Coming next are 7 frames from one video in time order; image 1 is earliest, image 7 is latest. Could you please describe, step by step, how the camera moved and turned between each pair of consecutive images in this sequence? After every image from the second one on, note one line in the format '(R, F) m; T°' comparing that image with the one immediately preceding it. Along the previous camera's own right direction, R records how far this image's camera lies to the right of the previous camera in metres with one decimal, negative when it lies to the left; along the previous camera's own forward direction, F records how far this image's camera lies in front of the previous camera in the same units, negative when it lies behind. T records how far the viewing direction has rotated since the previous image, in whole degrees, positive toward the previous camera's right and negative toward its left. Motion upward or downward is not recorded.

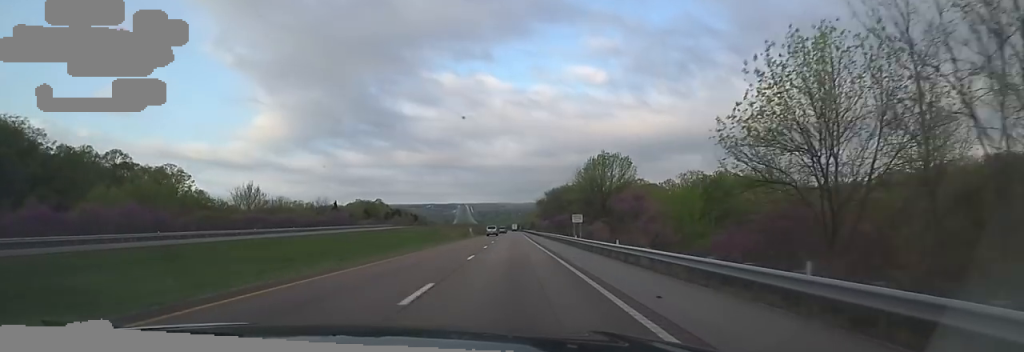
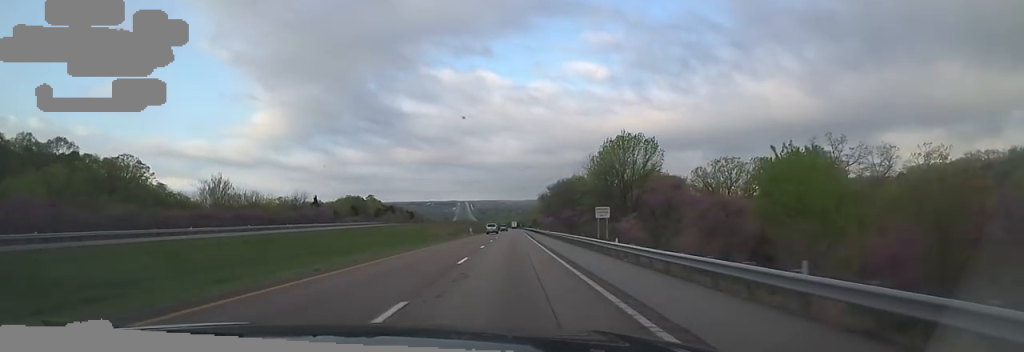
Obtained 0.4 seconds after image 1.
(0.0, +15.5) m; 0°
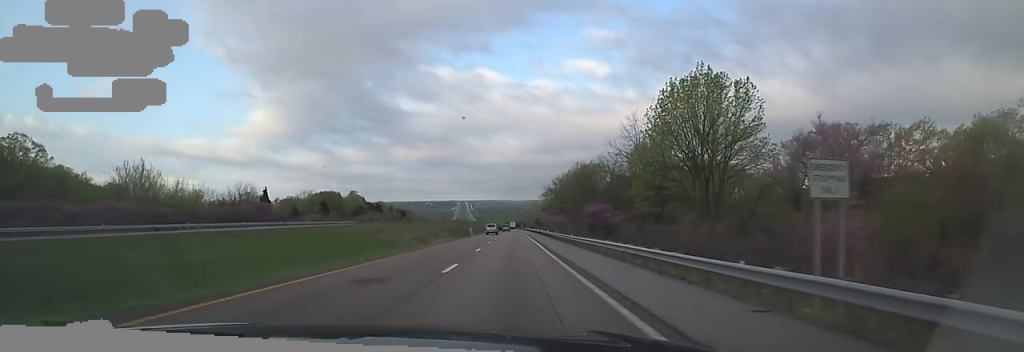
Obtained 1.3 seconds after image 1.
(0.0, +29.8) m; 0°
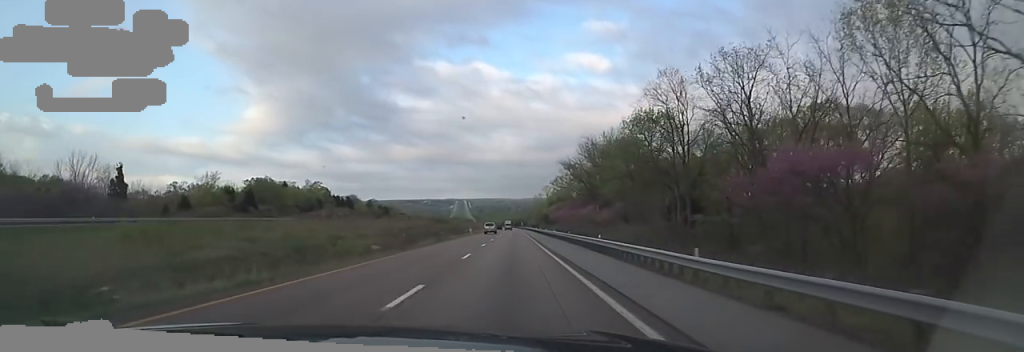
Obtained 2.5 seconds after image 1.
(-0.3, +42.8) m; 0°
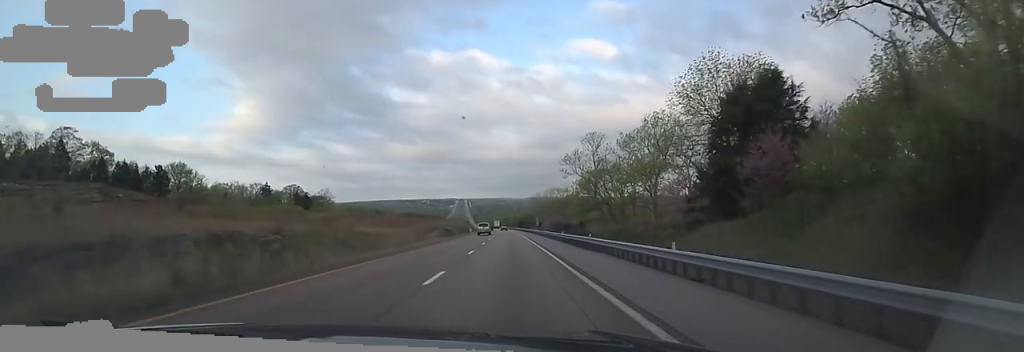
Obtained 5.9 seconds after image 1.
(-0.3, +117.6) m; 0°
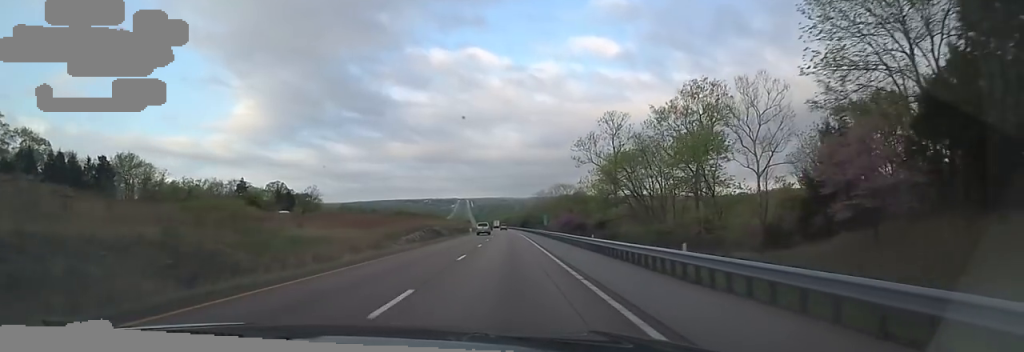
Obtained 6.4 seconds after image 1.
(0.0, +15.8) m; 0°
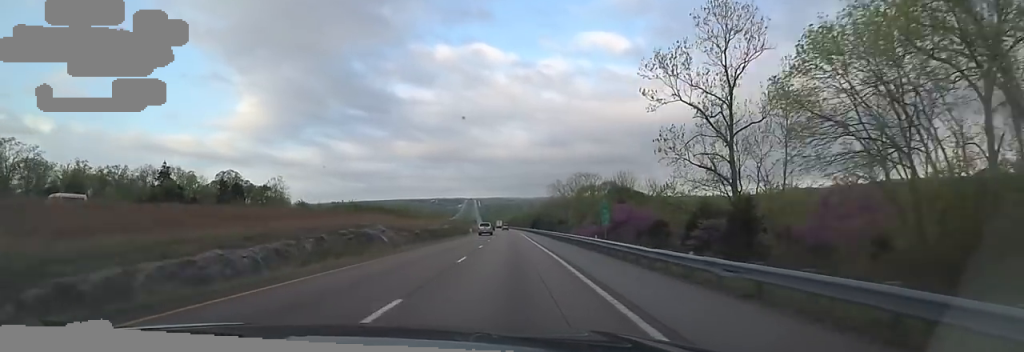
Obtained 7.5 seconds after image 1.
(-1.6, +37.0) m; -2°
